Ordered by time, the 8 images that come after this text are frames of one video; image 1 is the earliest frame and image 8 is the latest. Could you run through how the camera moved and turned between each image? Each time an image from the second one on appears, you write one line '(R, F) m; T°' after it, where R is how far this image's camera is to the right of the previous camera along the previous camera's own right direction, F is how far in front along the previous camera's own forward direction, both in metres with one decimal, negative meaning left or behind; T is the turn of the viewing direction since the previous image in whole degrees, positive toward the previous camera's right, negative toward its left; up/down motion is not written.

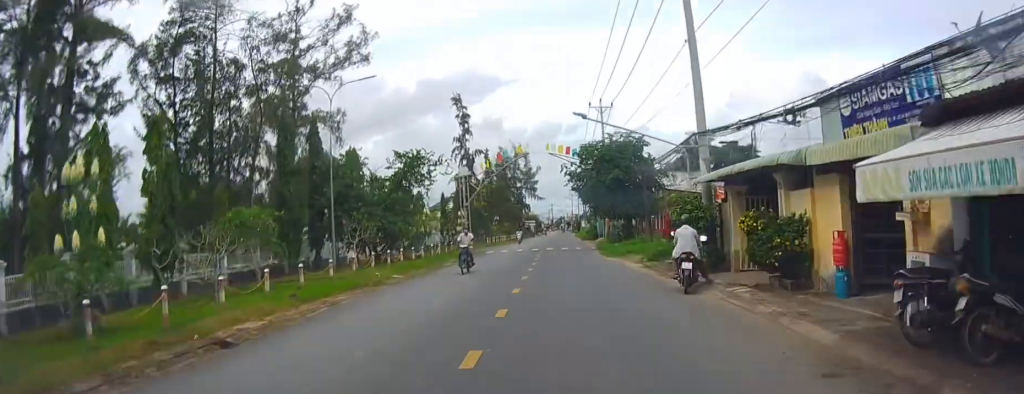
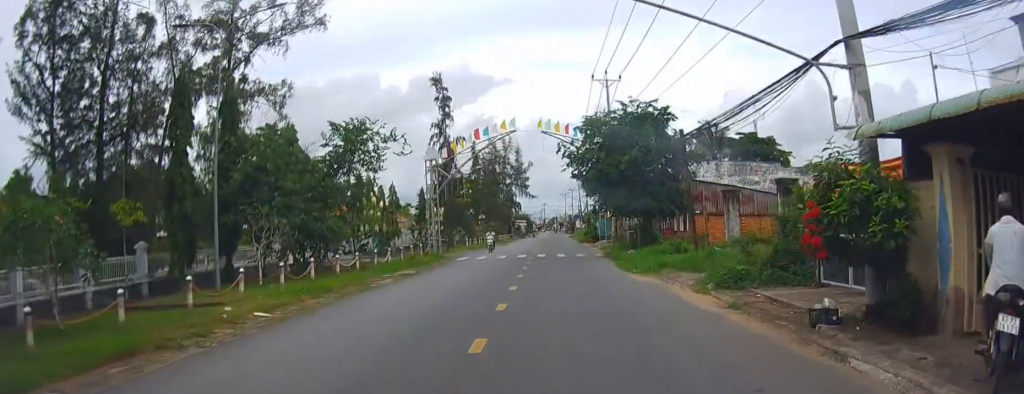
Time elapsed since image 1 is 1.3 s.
(+0.3, +11.9) m; -1°
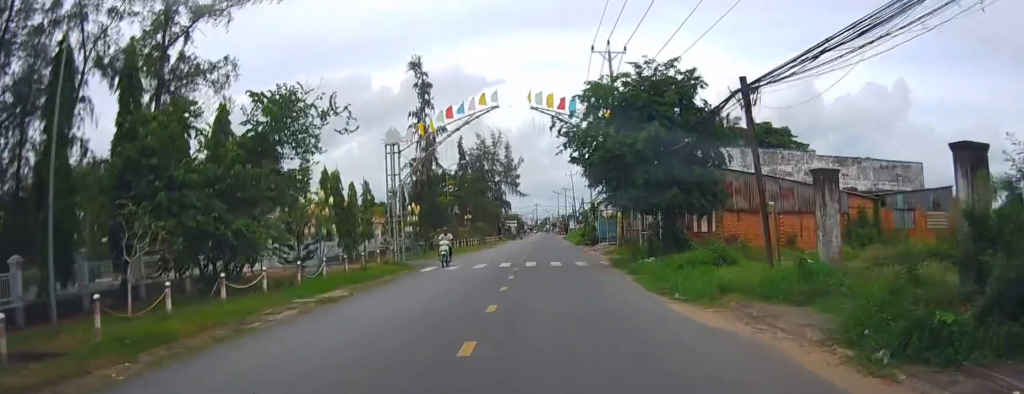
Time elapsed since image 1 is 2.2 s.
(-0.5, +8.4) m; -3°
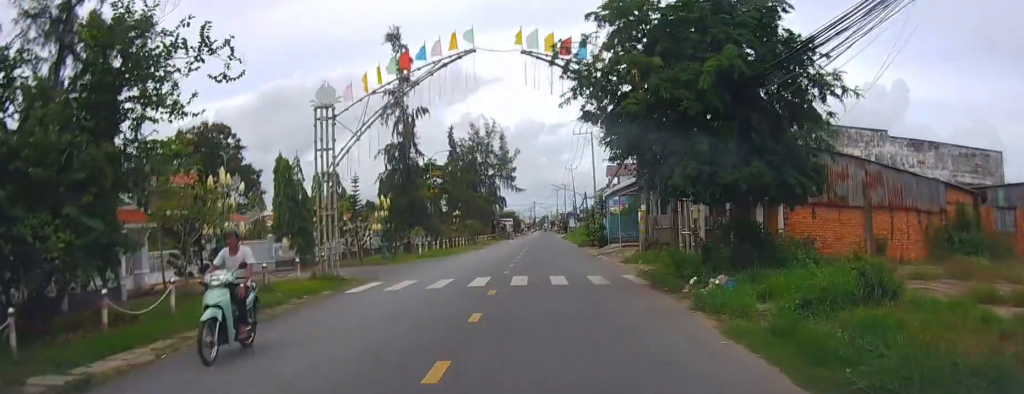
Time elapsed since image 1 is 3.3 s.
(+0.2, +10.0) m; +7°
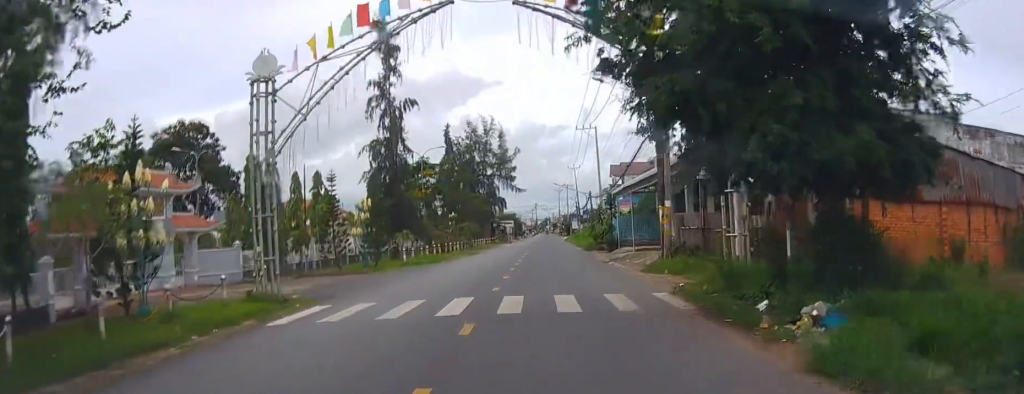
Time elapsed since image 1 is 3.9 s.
(+0.5, +4.9) m; +3°
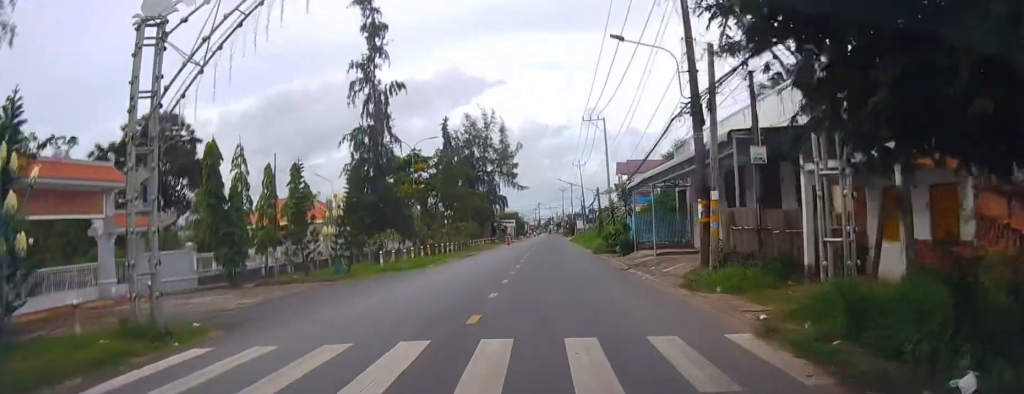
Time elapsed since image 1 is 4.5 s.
(+0.2, +5.9) m; +1°
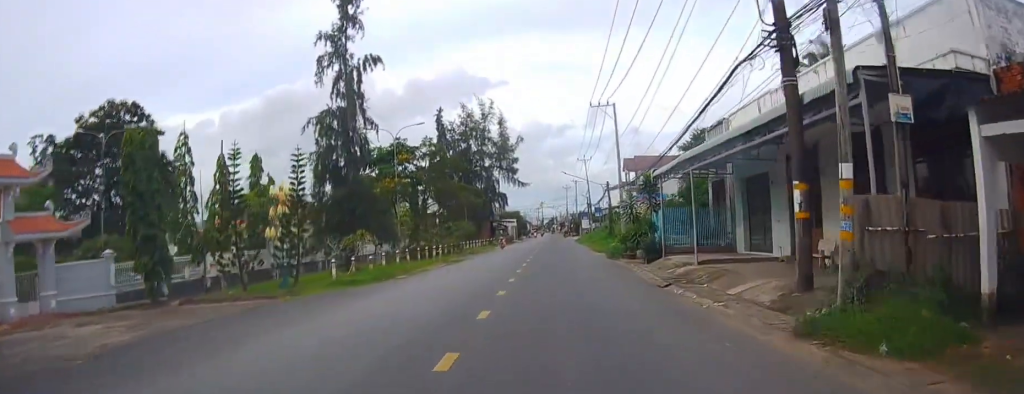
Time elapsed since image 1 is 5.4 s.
(-0.1, +7.5) m; -2°
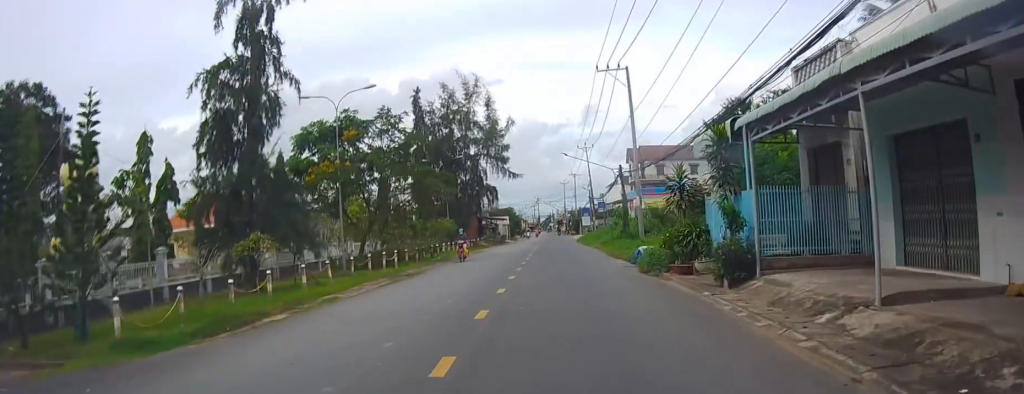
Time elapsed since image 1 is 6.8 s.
(-0.7, +12.0) m; -7°
